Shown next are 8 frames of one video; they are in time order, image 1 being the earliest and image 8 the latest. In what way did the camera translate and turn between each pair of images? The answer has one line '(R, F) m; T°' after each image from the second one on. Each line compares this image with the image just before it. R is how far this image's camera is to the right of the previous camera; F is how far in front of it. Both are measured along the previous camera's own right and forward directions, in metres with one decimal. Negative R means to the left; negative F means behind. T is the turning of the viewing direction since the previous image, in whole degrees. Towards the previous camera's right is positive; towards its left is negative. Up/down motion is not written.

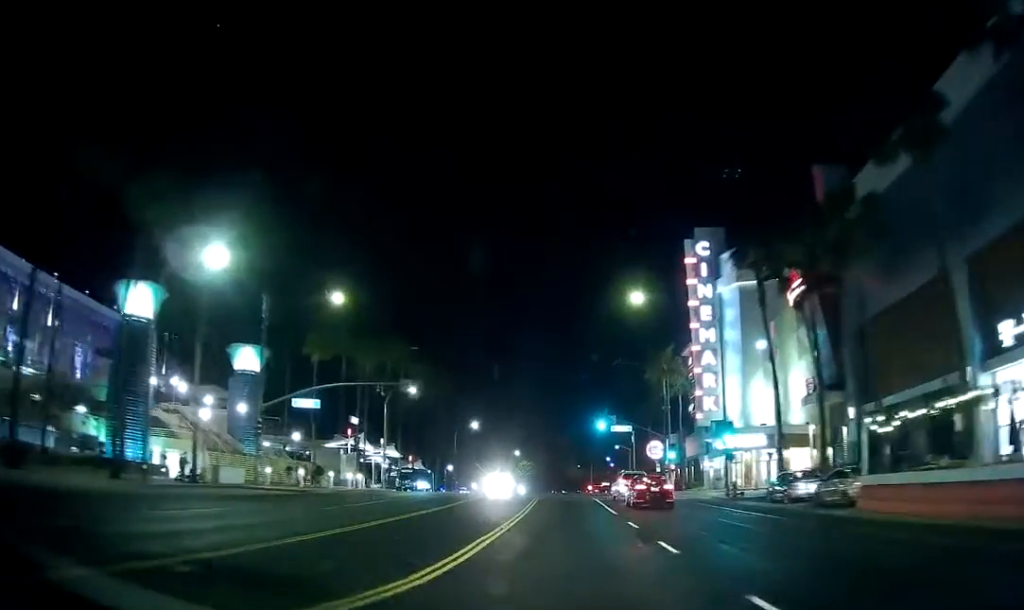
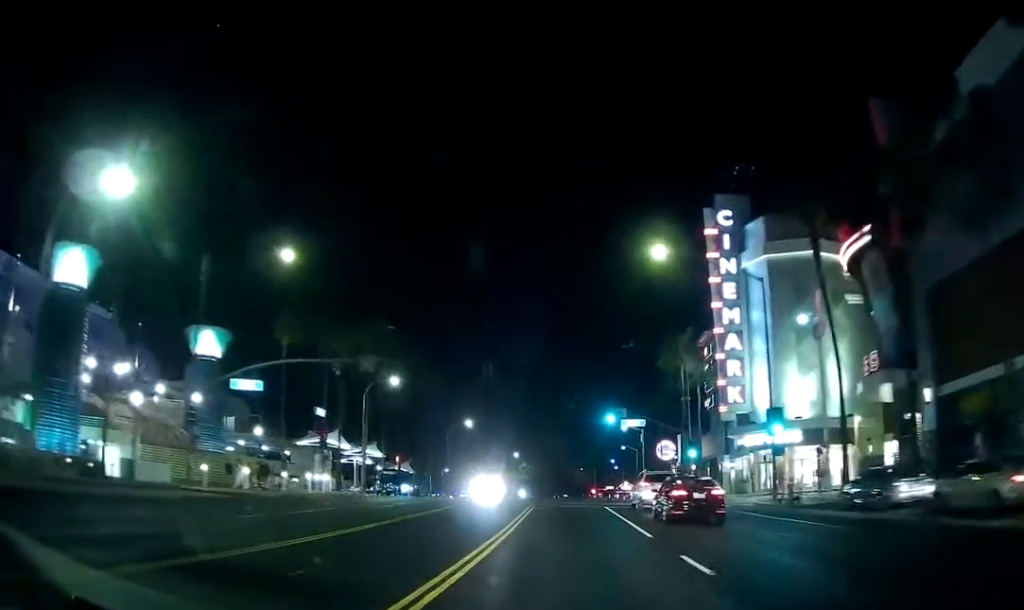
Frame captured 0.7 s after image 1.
(0.0, +10.6) m; 0°
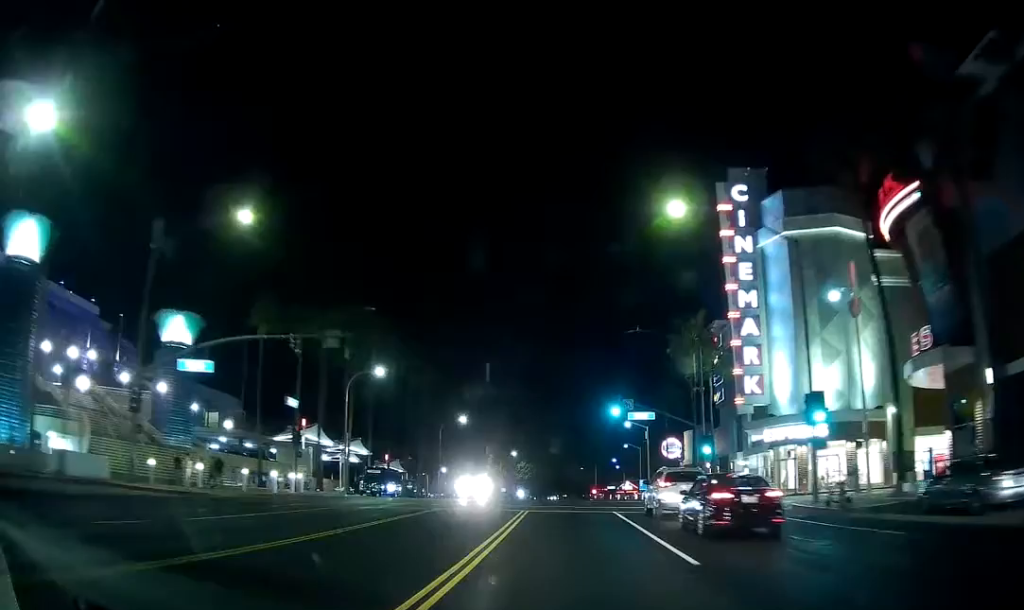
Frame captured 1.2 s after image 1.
(0.0, +6.3) m; 0°
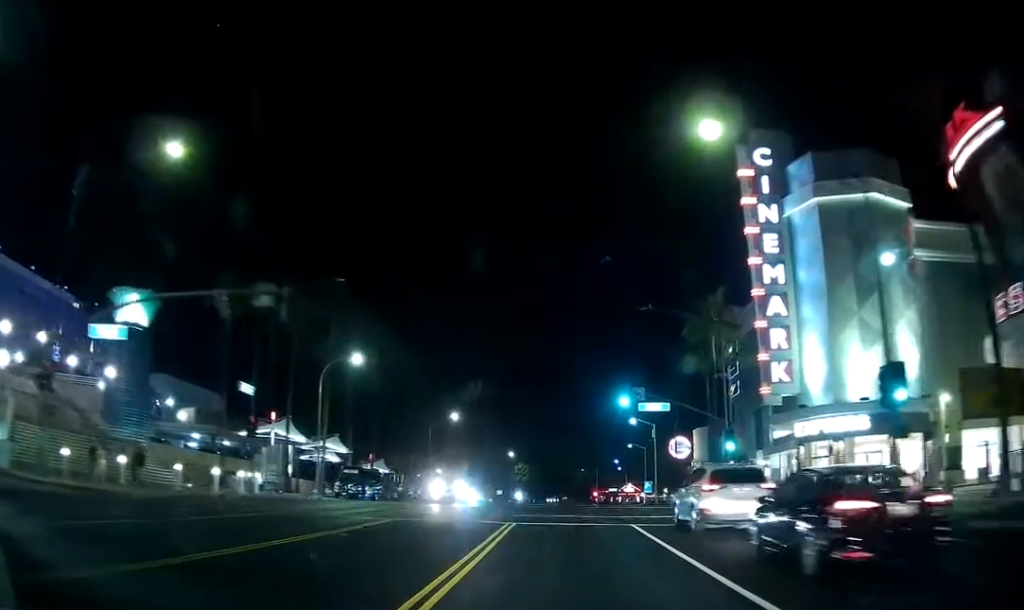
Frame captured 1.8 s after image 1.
(0.0, +7.3) m; 0°
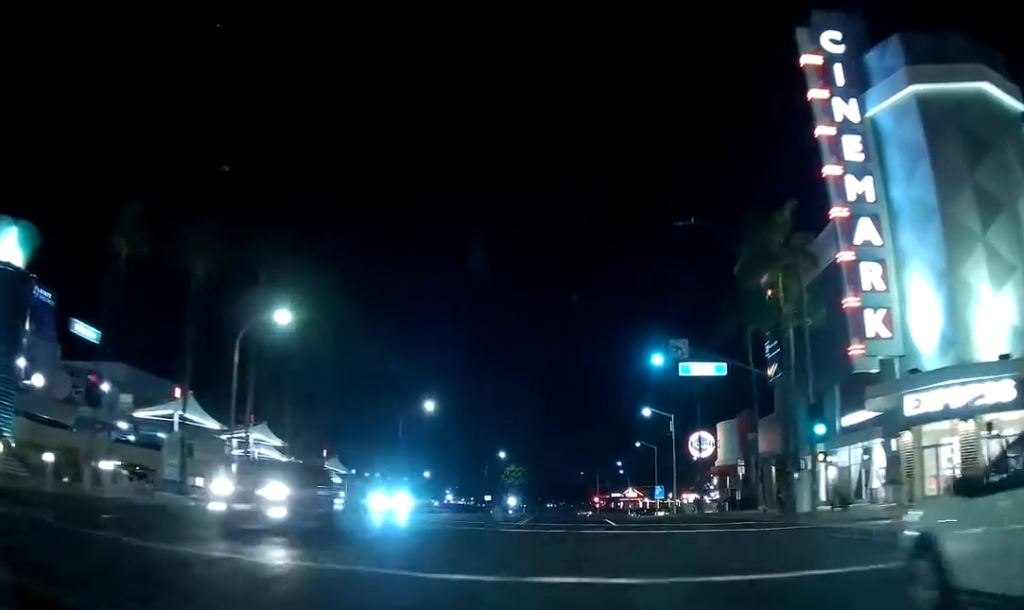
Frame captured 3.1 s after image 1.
(0.0, +16.3) m; -1°
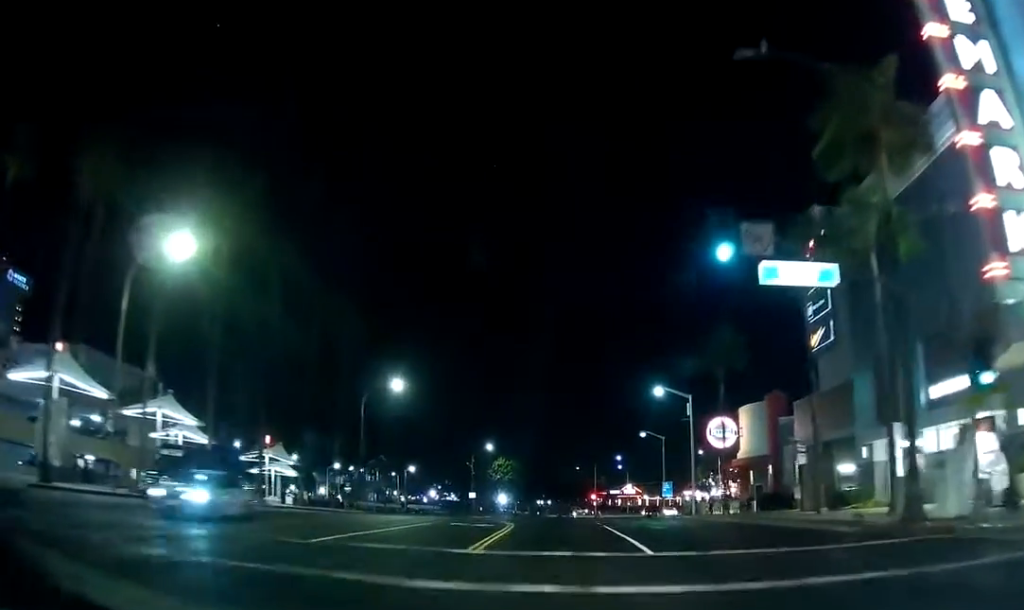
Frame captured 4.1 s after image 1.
(-0.1, +12.7) m; -2°
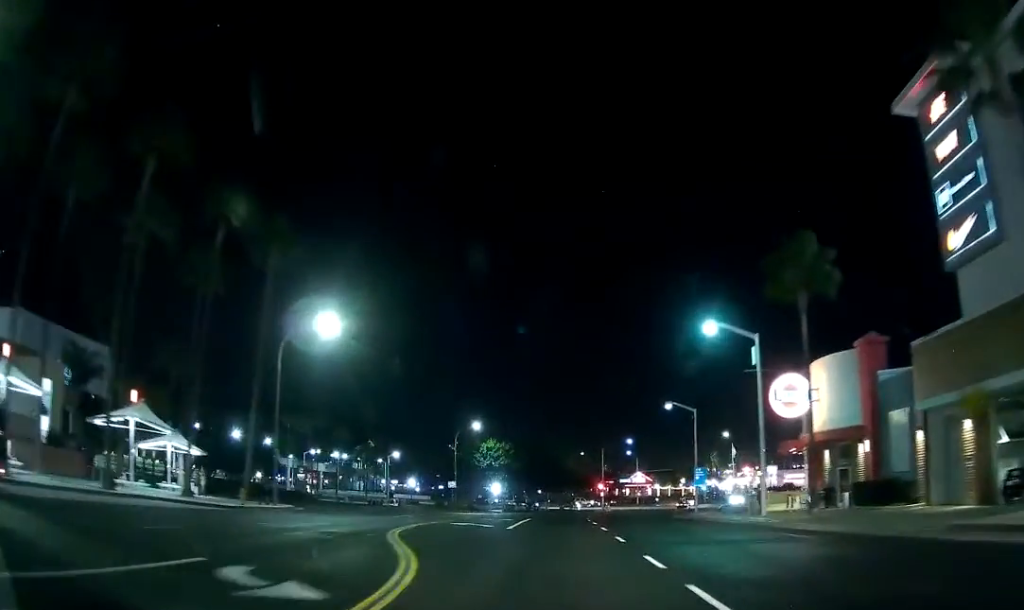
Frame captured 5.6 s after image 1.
(0.0, +20.4) m; +2°
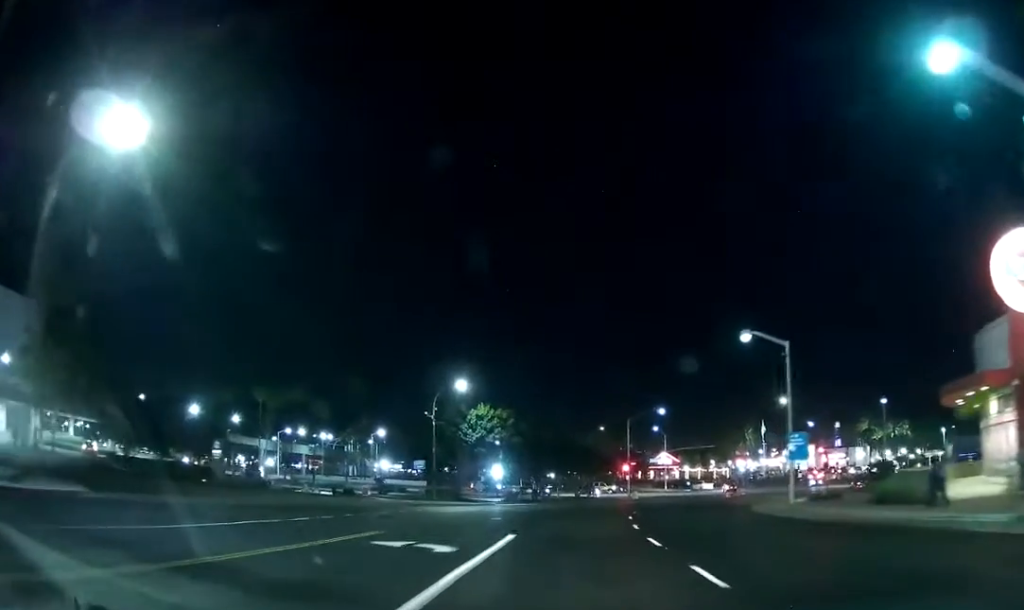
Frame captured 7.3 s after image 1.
(+0.9, +25.0) m; +3°
